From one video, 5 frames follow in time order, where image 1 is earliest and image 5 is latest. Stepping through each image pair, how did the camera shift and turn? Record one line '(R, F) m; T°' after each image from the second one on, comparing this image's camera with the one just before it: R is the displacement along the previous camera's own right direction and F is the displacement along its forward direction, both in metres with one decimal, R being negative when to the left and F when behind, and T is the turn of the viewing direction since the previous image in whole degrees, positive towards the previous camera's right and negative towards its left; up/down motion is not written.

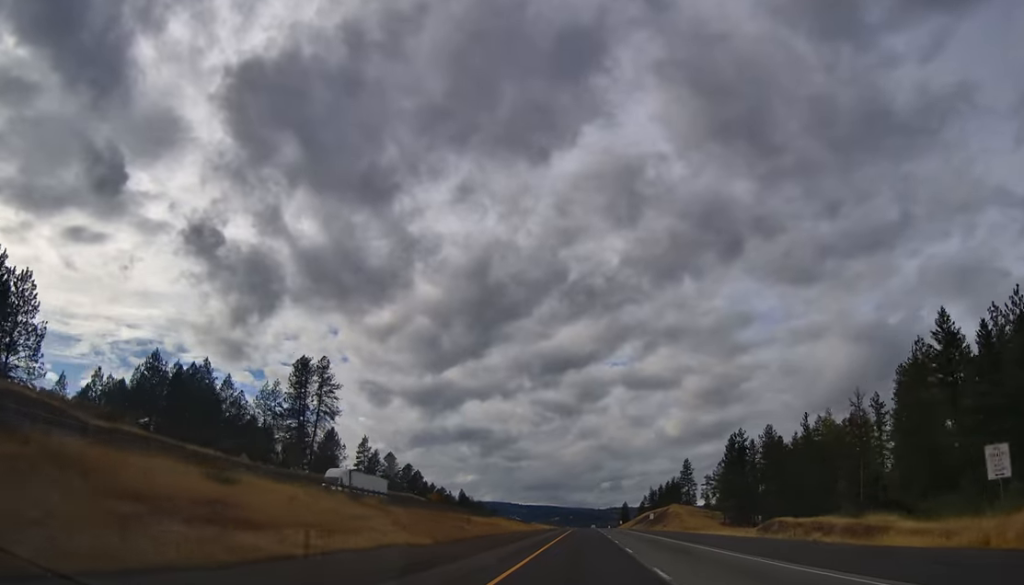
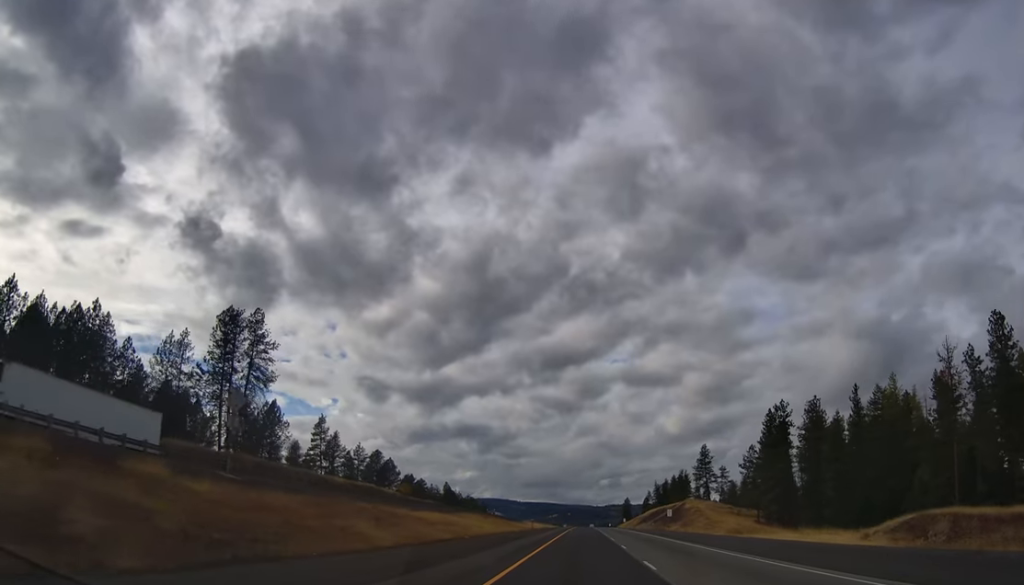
(+0.2, +32.8) m; 0°
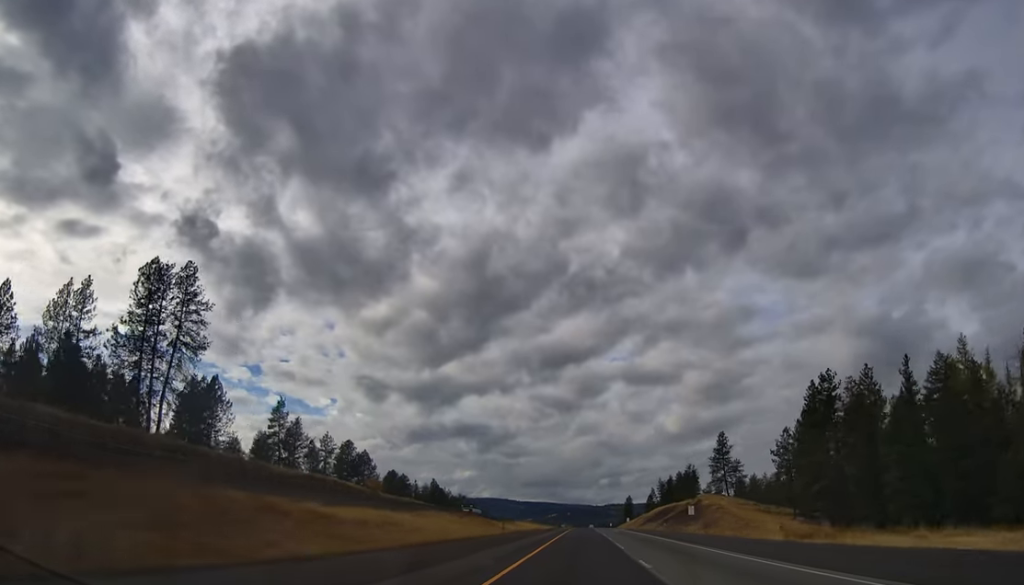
(0.0, +23.2) m; 0°
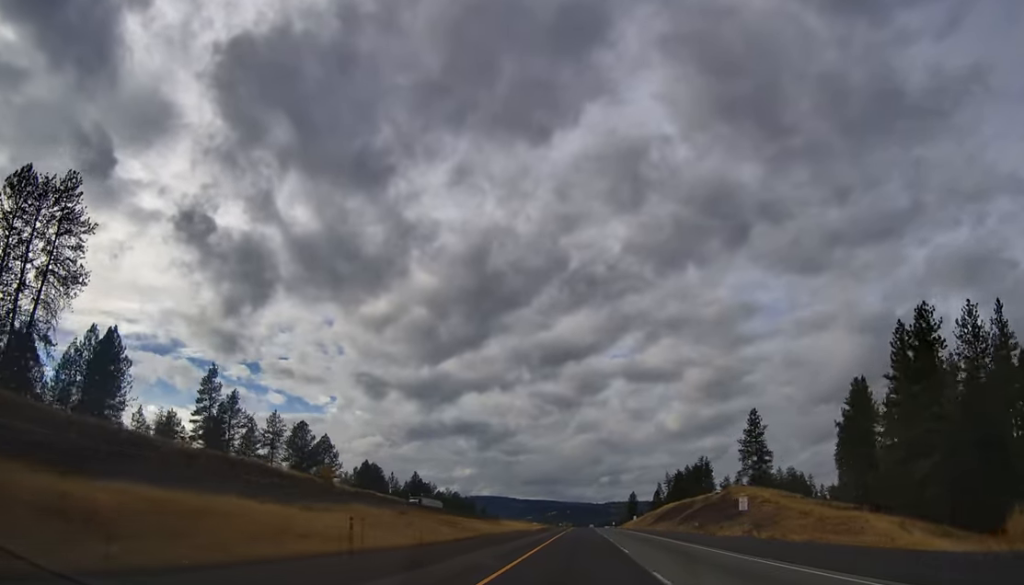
(-0.2, +30.9) m; 0°
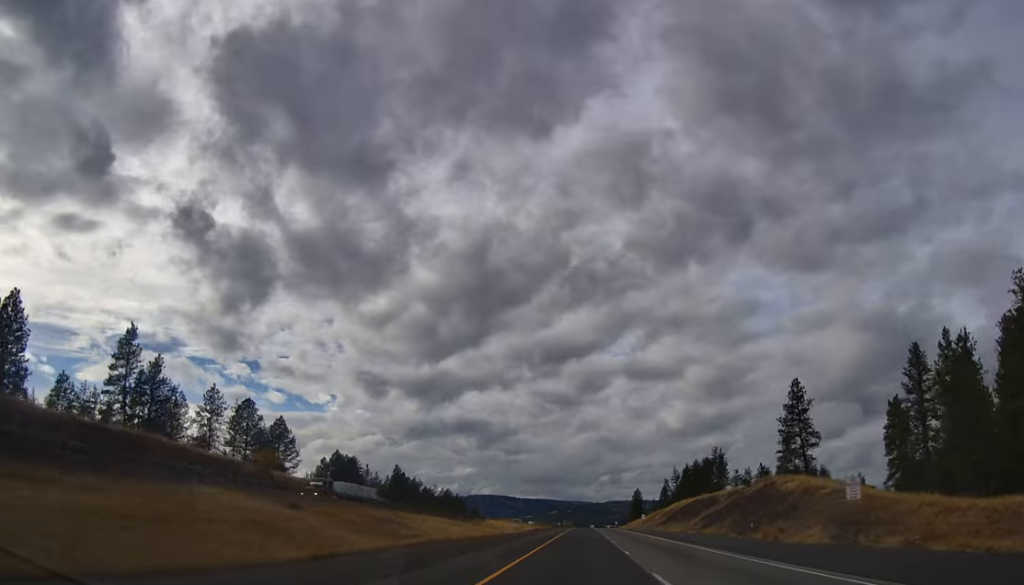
(+0.1, +28.9) m; 0°
